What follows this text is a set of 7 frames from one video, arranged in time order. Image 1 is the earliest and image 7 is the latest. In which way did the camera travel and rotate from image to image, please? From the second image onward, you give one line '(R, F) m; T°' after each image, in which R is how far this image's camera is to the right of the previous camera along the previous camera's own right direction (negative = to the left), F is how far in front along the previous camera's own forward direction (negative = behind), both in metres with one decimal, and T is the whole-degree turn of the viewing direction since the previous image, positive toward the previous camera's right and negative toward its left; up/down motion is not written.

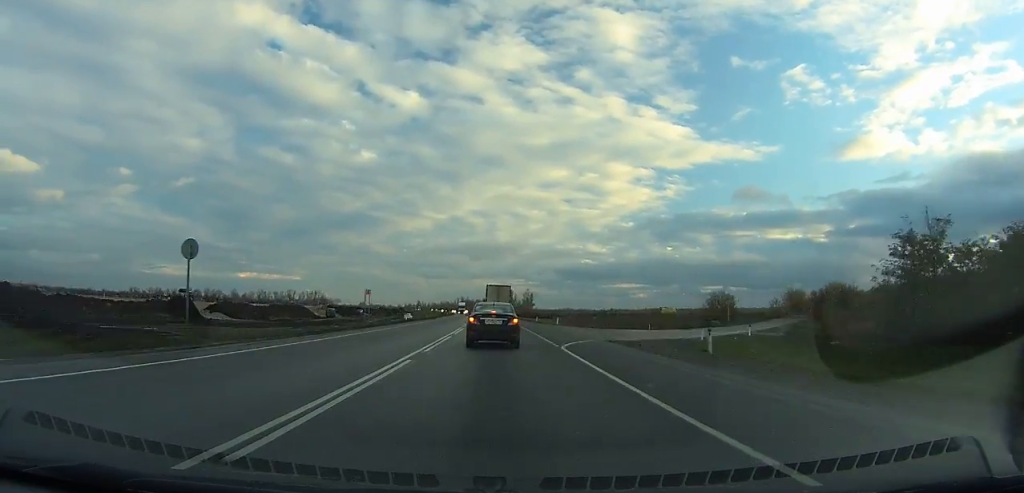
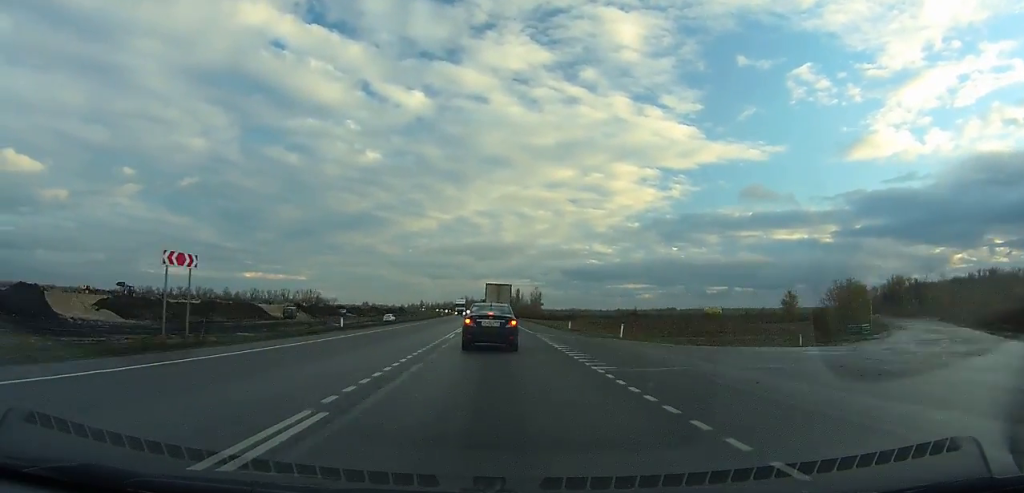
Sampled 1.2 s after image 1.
(0.0, +33.9) m; -1°
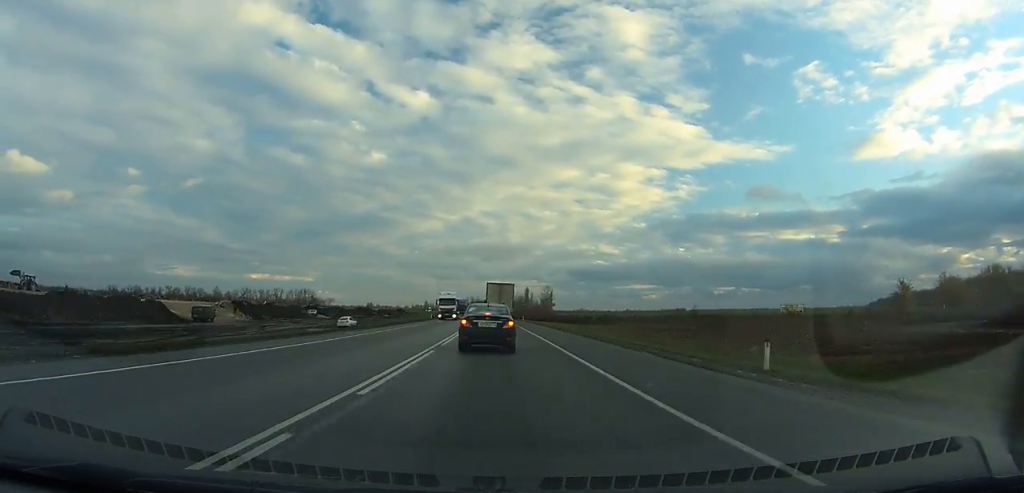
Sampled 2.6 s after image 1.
(-0.4, +38.1) m; -1°
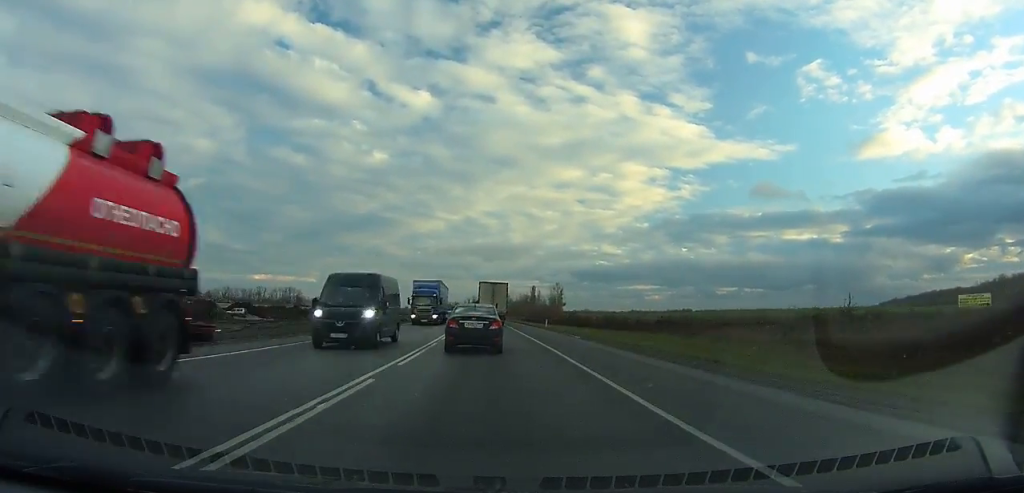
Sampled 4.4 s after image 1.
(-0.2, +48.3) m; -1°
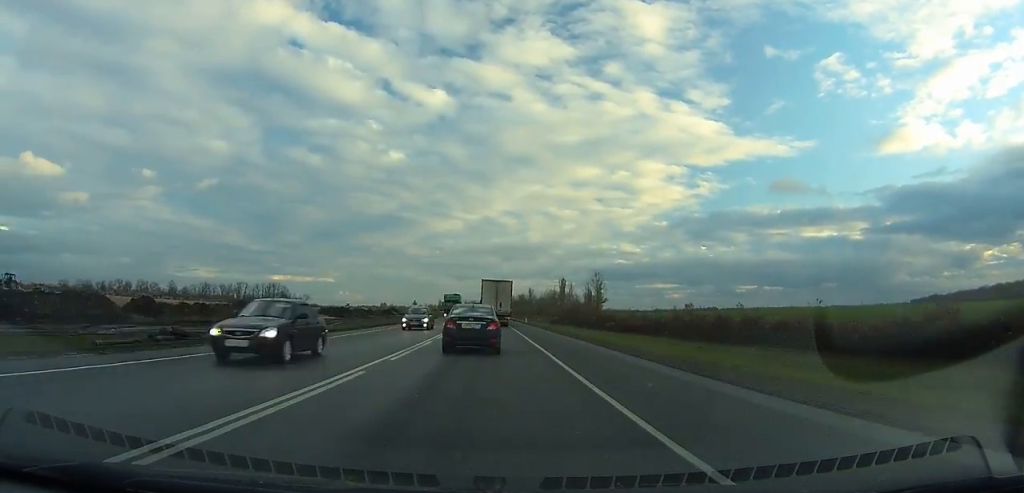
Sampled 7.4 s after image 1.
(-1.0, +76.1) m; -1°
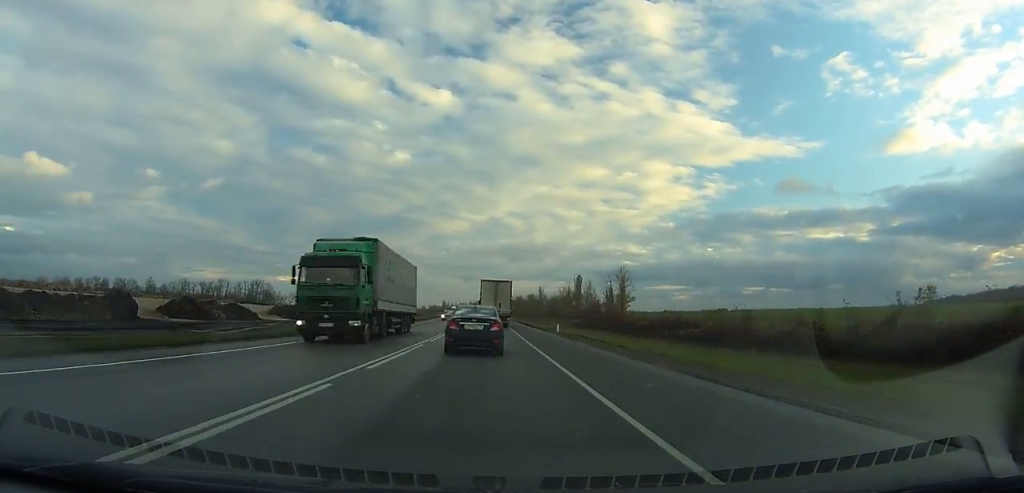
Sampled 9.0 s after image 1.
(-0.4, +37.2) m; -1°
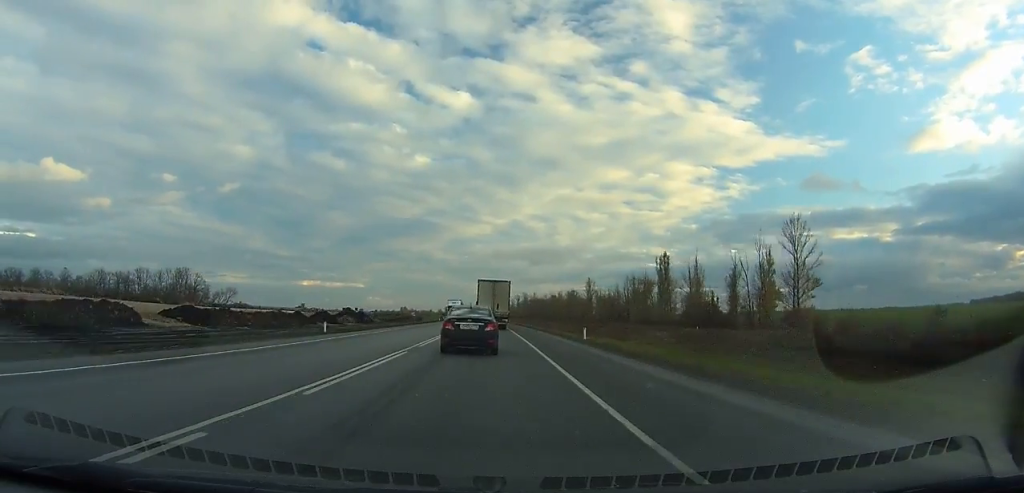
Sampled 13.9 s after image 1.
(-2.3, +112.3) m; -2°
